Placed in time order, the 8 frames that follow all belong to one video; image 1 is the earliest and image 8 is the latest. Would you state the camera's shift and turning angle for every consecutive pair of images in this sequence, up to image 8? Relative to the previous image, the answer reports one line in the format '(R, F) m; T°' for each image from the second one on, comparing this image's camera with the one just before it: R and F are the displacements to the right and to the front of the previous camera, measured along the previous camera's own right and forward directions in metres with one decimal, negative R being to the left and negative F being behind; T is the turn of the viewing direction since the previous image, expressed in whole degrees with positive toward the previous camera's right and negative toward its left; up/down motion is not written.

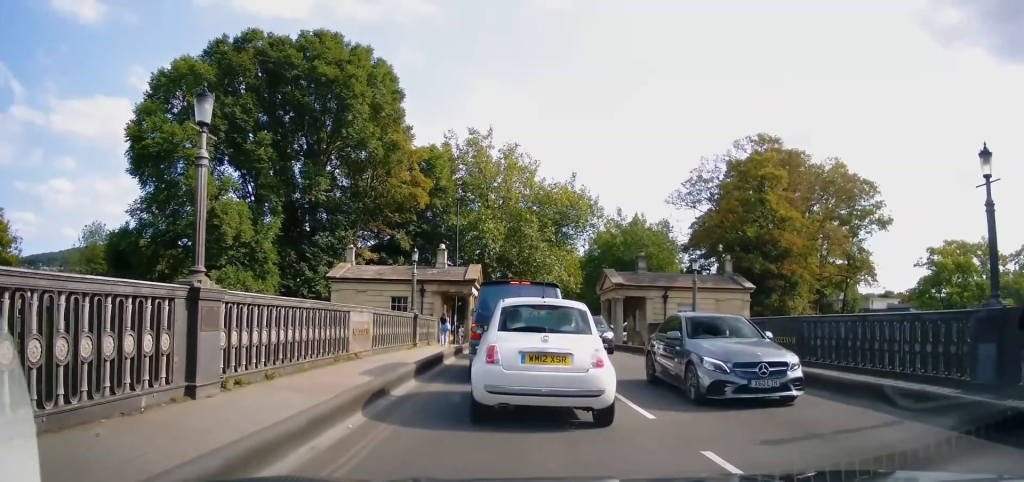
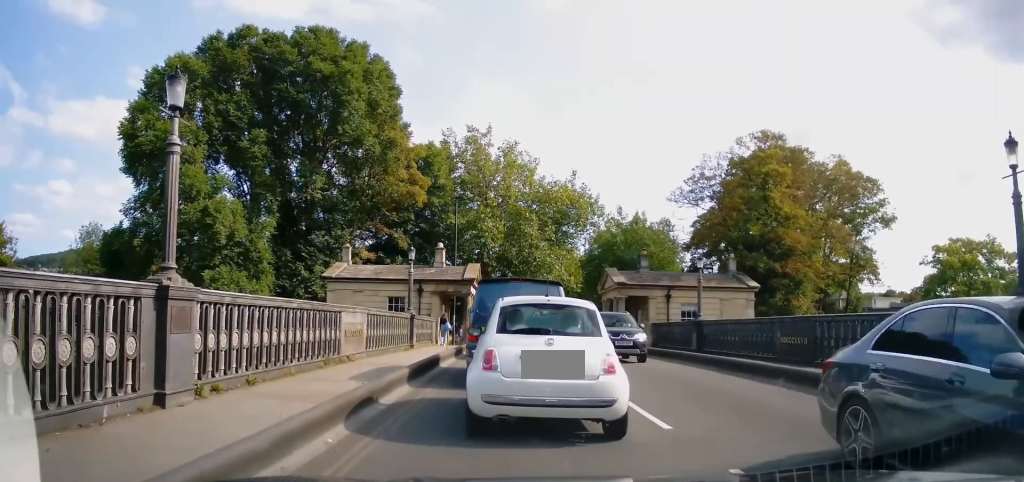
(-0.2, +0.7) m; 0°
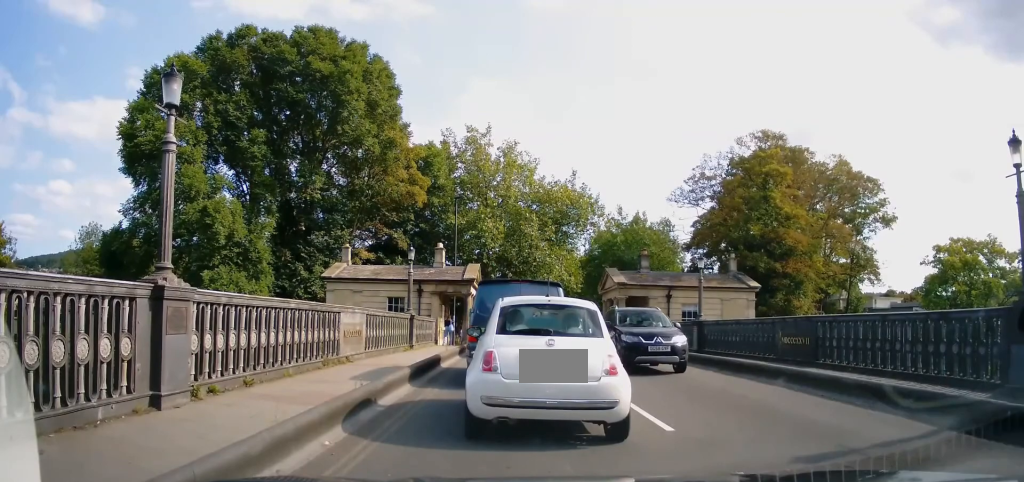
(+0.2, -0.1) m; 0°
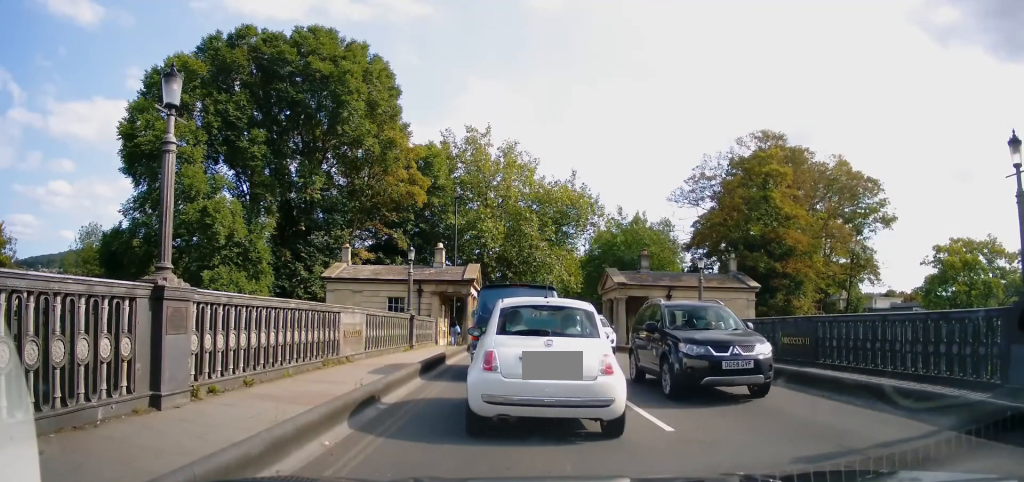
(+0.2, 0.0) m; 0°
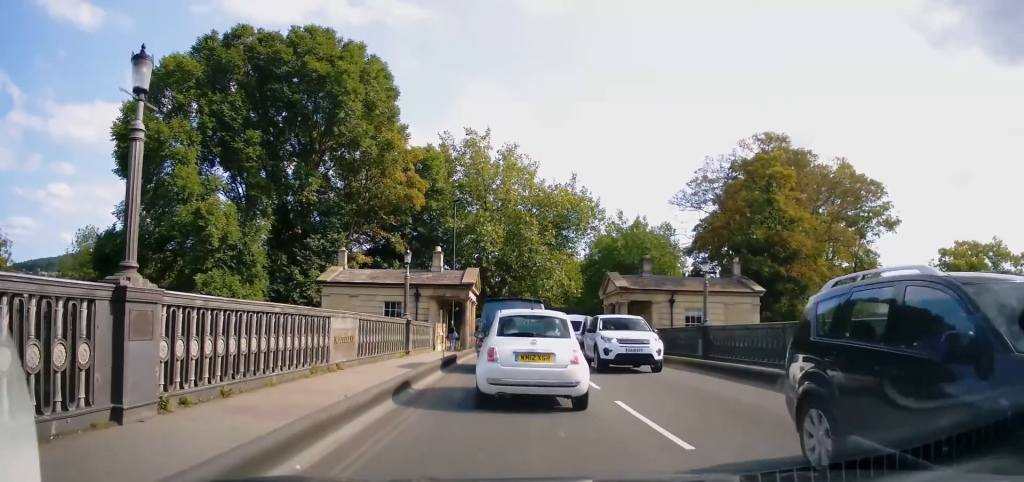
(+0.1, +1.4) m; -1°
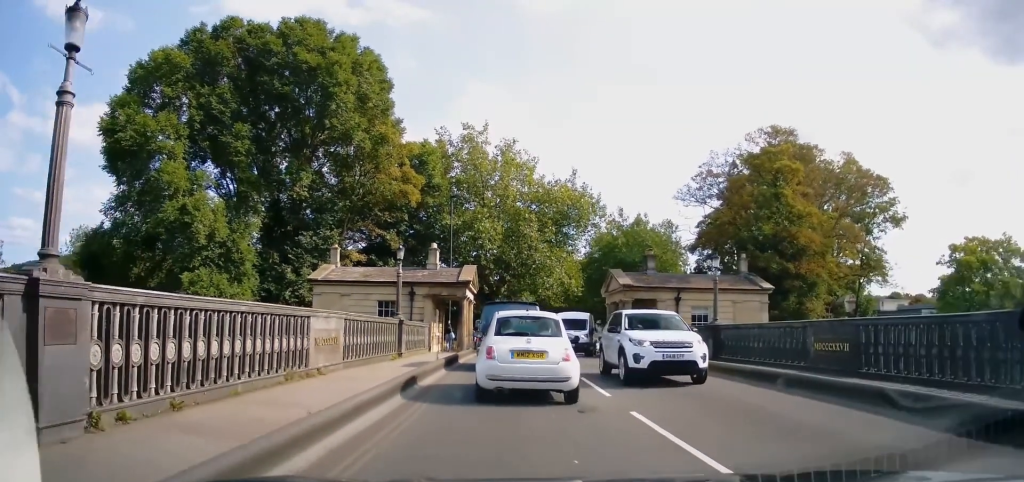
(0.0, +1.1) m; +3°
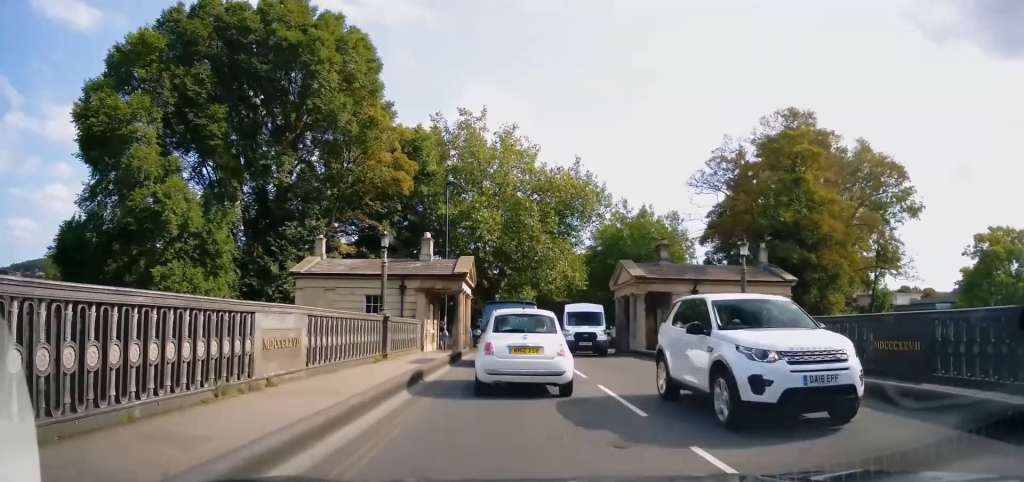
(0.0, +1.9) m; +1°
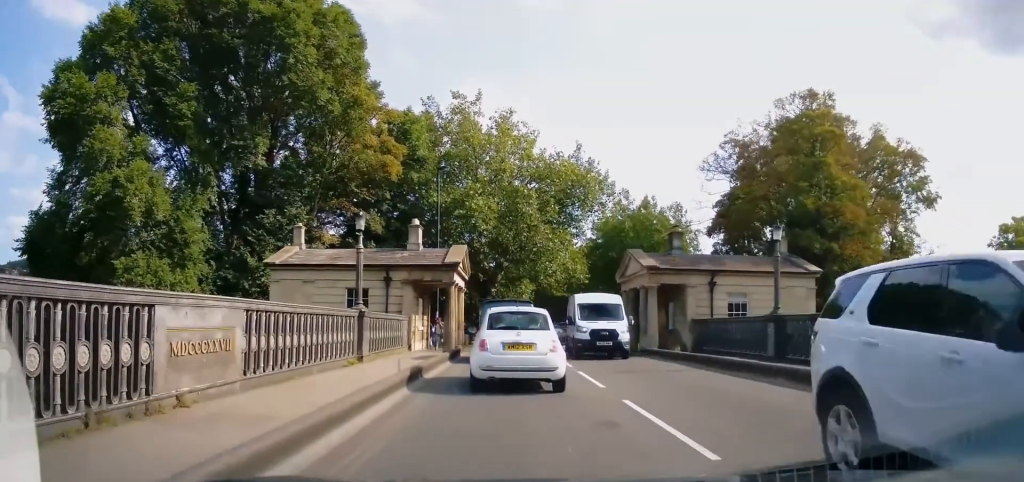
(+0.2, +2.1) m; -4°
